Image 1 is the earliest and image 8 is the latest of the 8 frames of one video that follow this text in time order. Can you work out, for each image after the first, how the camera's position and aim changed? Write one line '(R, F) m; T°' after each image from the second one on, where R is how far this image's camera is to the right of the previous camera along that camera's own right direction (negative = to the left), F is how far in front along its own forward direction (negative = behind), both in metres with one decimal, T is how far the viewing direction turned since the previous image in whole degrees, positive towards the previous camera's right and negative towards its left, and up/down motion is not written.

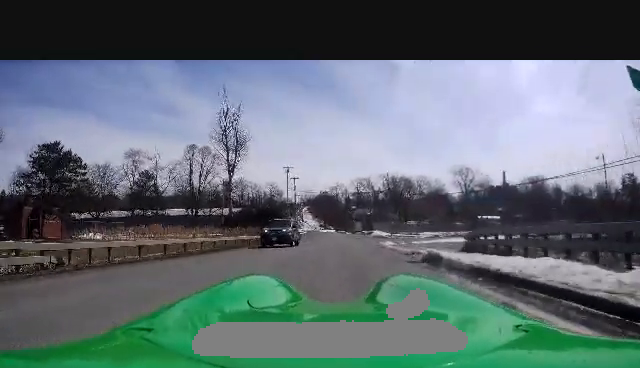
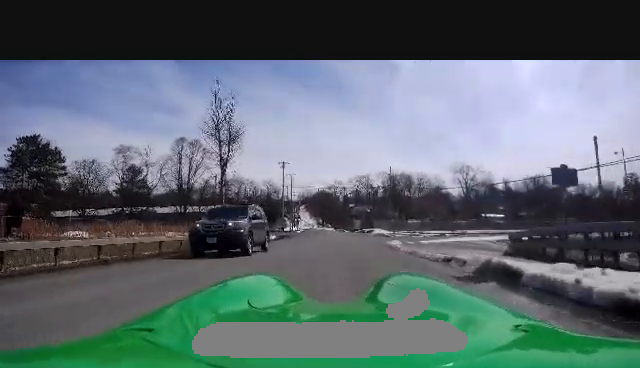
(0.0, +4.3) m; 0°
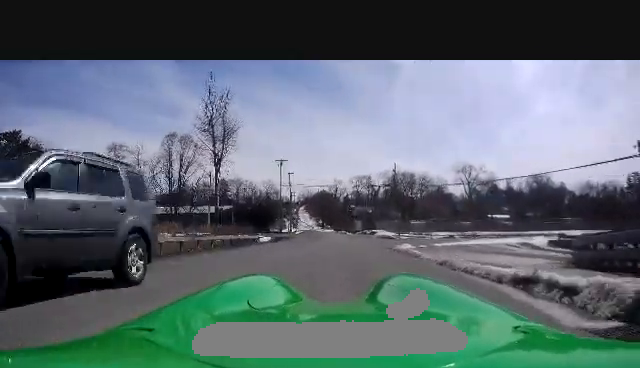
(0.0, +3.8) m; +1°
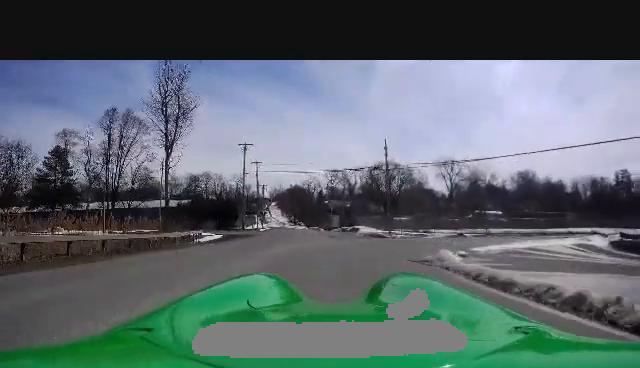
(+0.4, +11.6) m; +4°
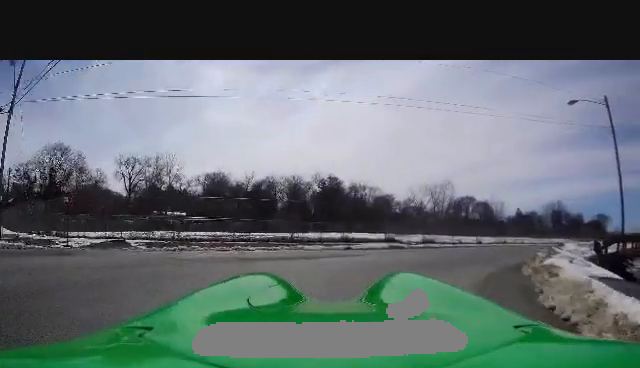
(+2.2, +20.1) m; +32°
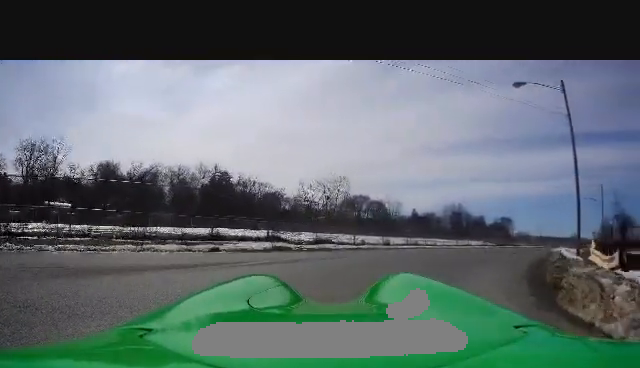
(+1.7, +4.7) m; +22°
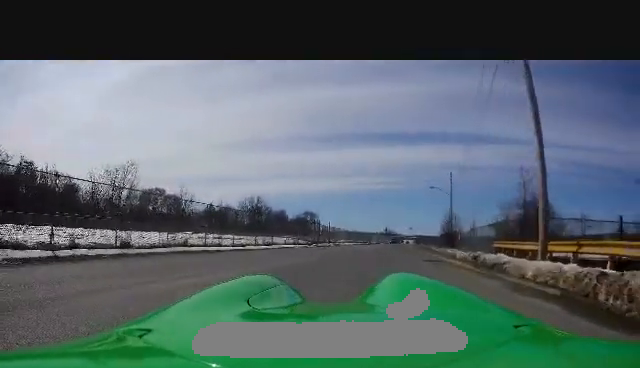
(+3.8, +10.5) m; +34°
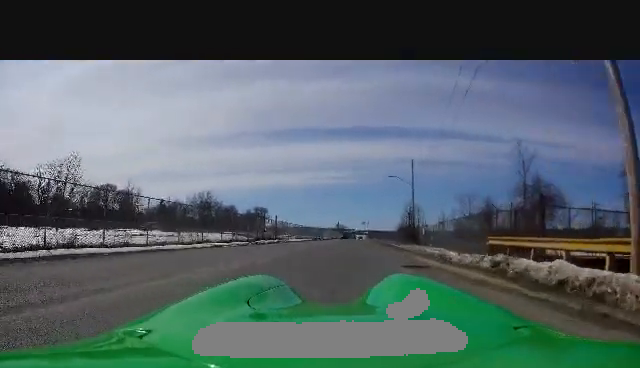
(+0.4, +4.9) m; +11°
